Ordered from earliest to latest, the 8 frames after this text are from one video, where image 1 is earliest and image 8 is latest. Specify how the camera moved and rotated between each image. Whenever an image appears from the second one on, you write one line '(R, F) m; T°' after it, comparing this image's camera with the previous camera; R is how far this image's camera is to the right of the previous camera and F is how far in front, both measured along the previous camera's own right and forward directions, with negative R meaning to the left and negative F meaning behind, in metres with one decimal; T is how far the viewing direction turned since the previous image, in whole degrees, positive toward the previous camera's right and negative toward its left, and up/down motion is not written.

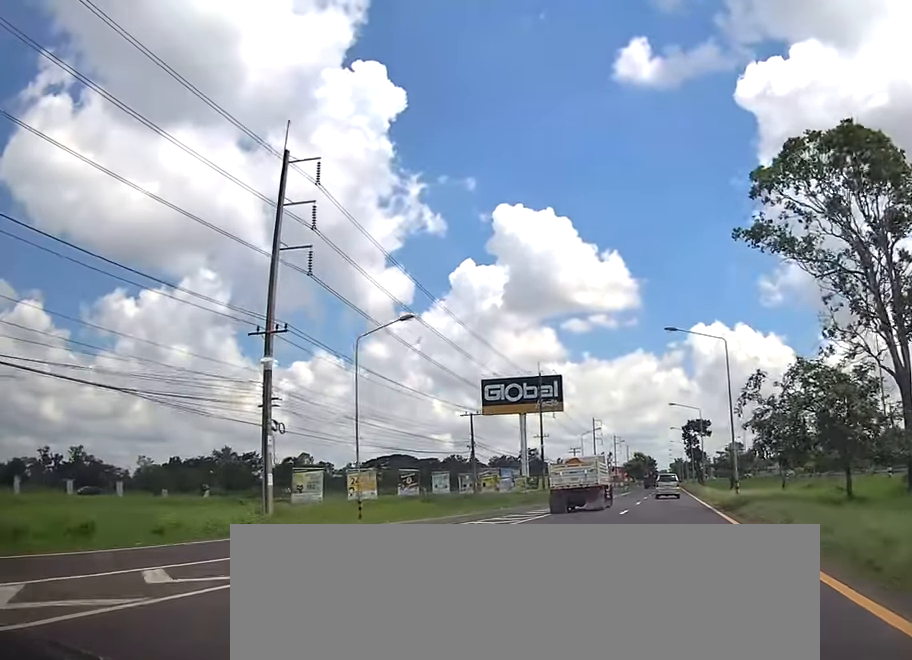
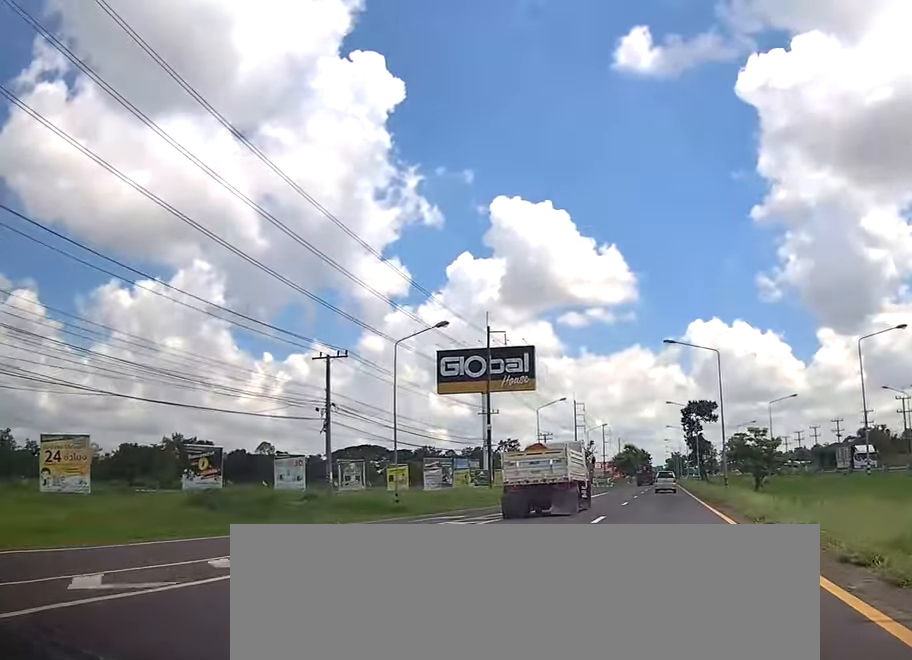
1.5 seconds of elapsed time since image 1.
(-0.8, +31.6) m; -2°
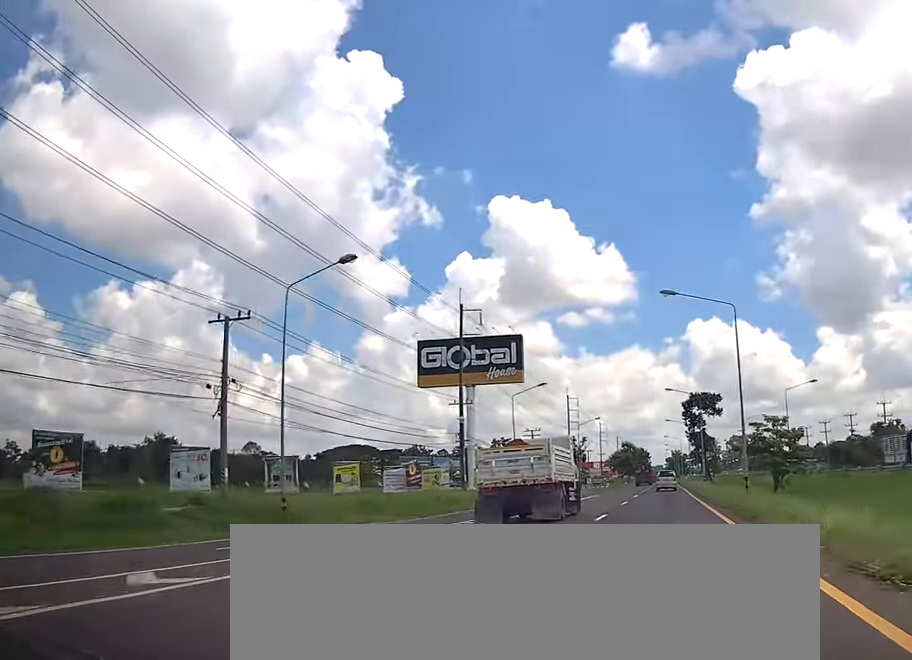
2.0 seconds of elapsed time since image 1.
(0.0, +11.1) m; +1°
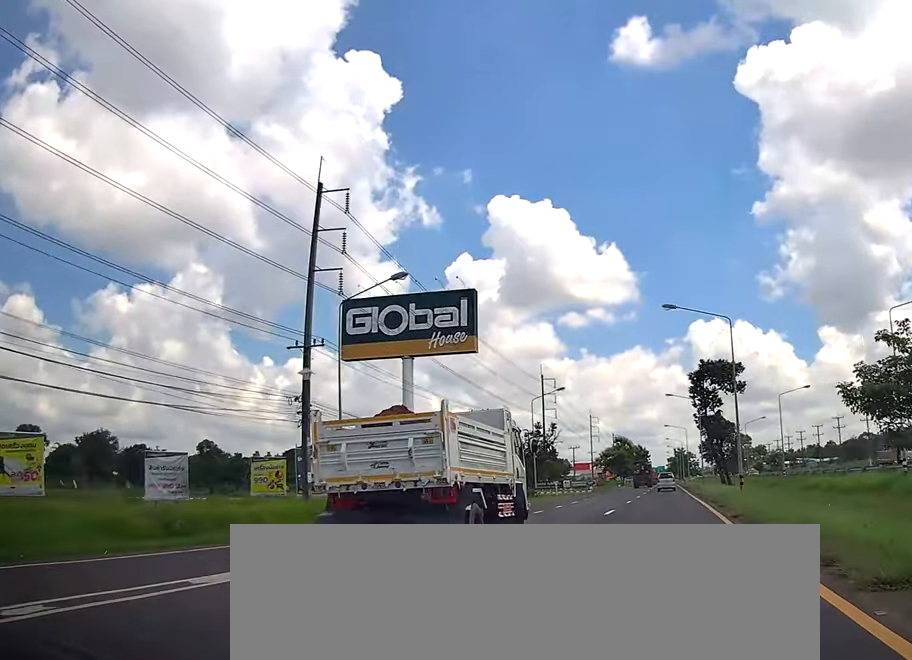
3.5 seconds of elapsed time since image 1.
(+0.8, +32.3) m; +1°
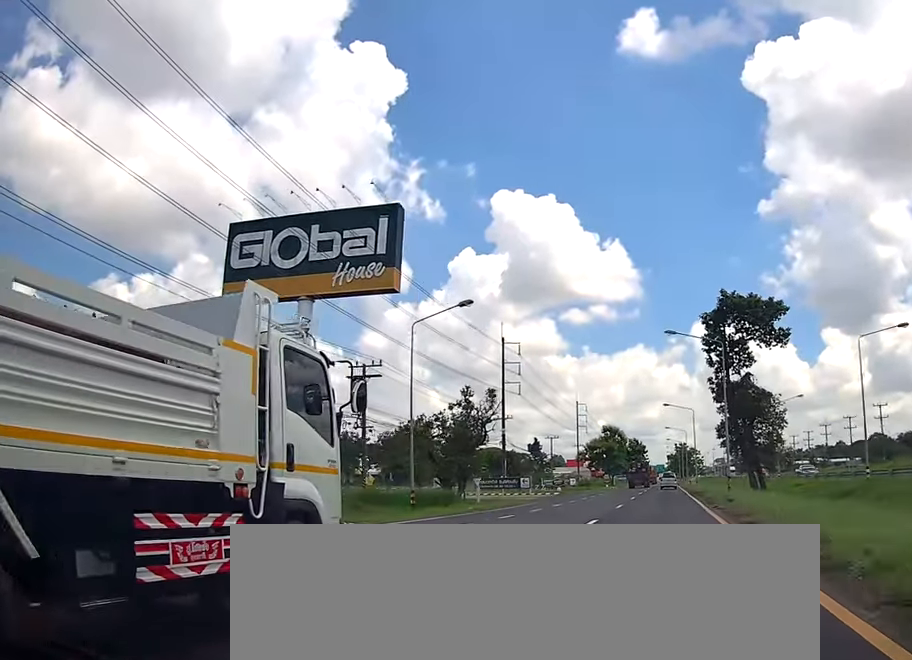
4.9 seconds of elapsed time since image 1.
(-0.7, +29.7) m; -1°
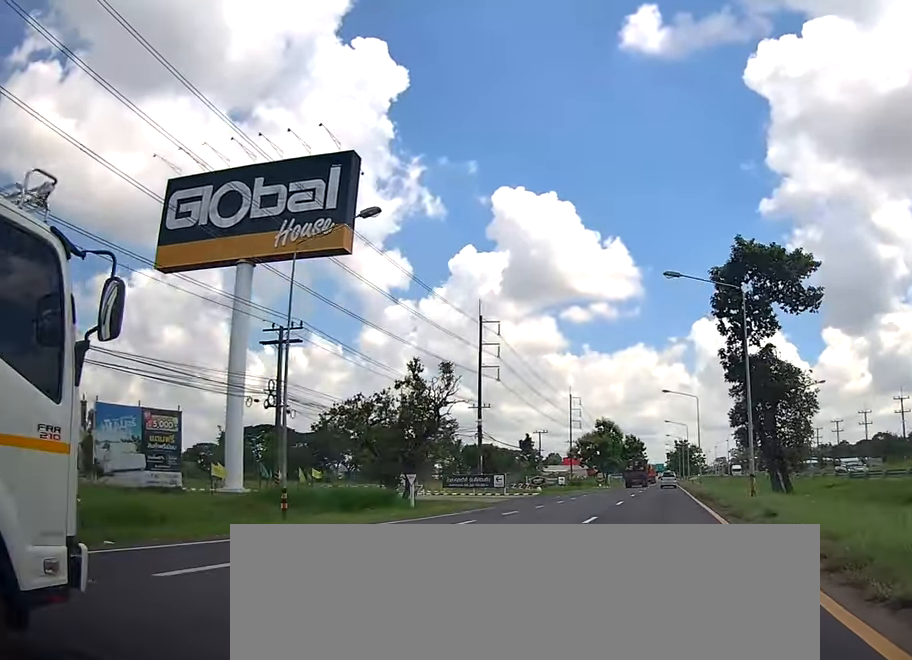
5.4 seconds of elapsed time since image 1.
(-0.1, +11.2) m; +1°
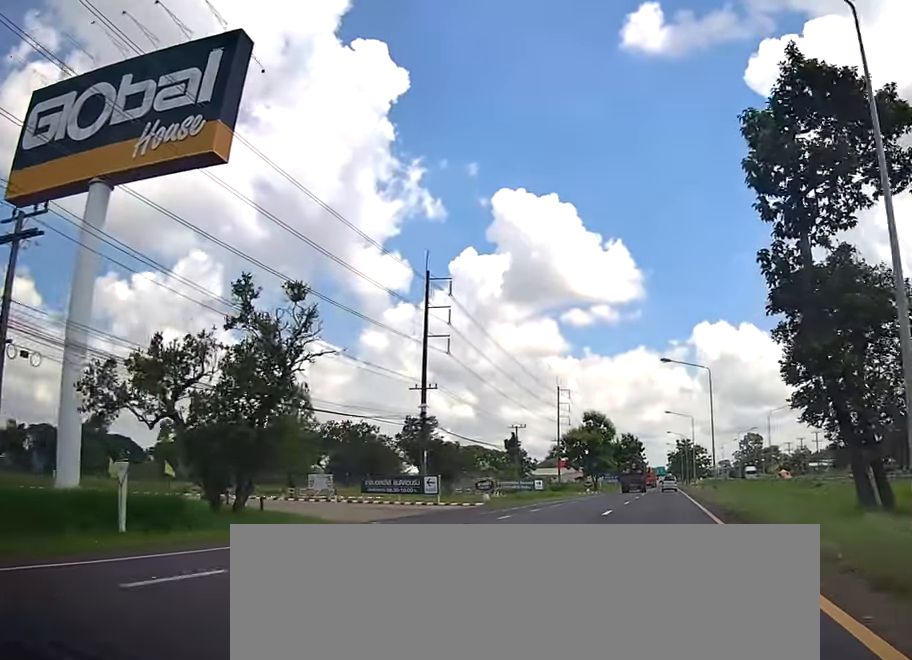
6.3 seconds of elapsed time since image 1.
(+0.5, +18.5) m; 0°
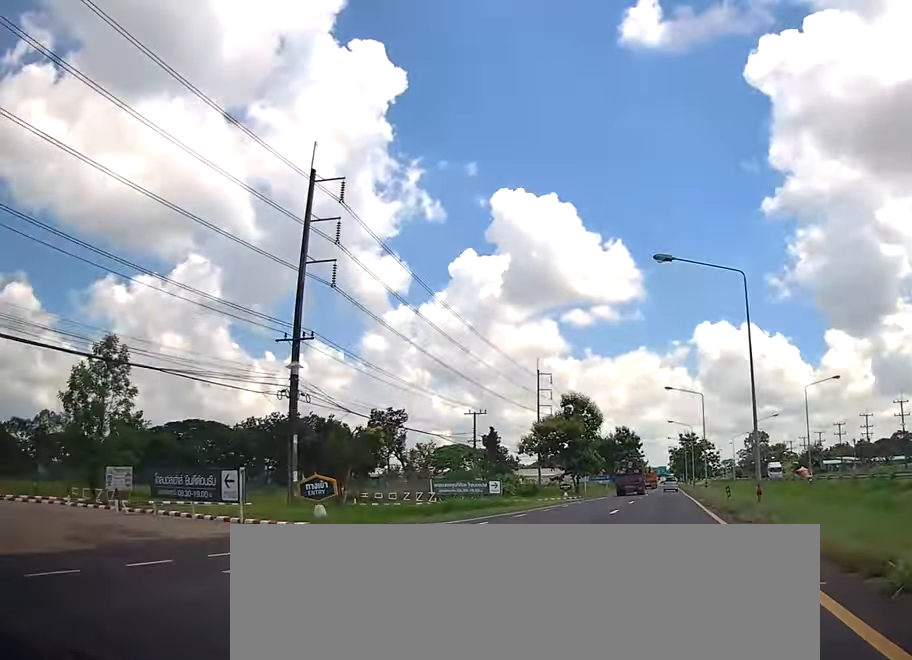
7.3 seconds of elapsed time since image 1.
(-0.5, +21.9) m; -2°
